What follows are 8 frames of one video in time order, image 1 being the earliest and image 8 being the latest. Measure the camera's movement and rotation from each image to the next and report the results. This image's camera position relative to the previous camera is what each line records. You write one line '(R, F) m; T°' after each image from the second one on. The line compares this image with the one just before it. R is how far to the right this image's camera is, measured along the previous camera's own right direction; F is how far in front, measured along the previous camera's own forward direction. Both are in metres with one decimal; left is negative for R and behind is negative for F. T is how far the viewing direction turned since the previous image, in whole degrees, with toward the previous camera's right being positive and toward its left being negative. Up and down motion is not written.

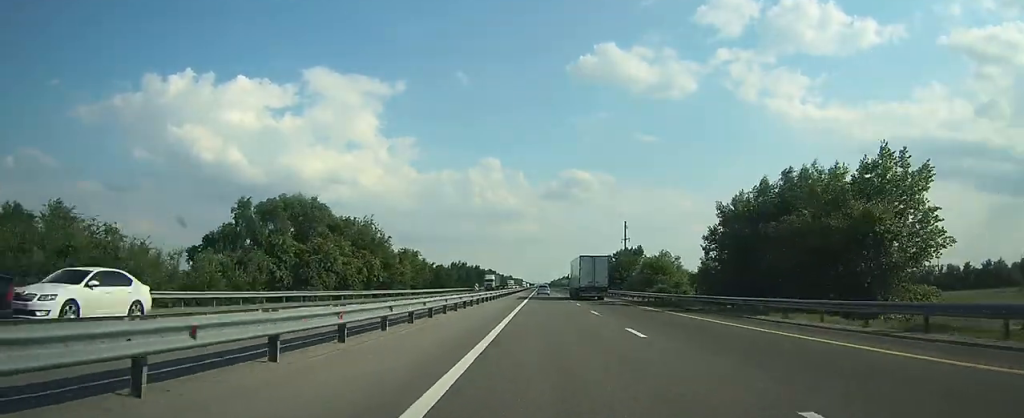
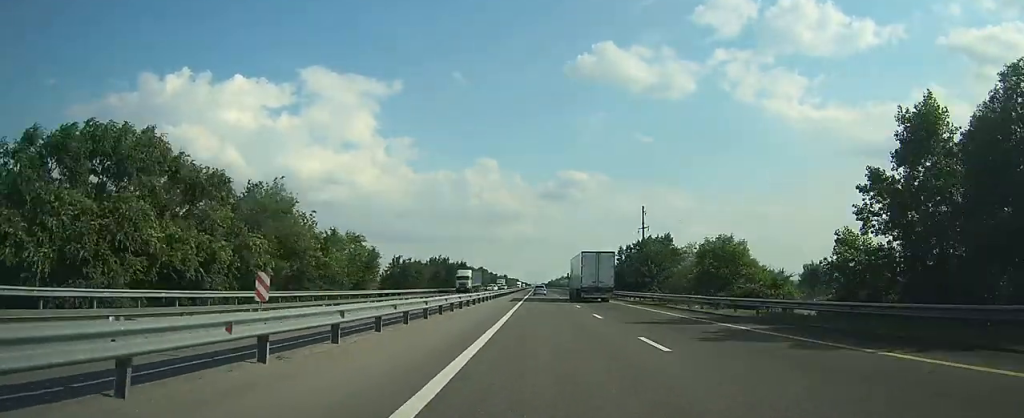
(0.0, +27.1) m; 0°
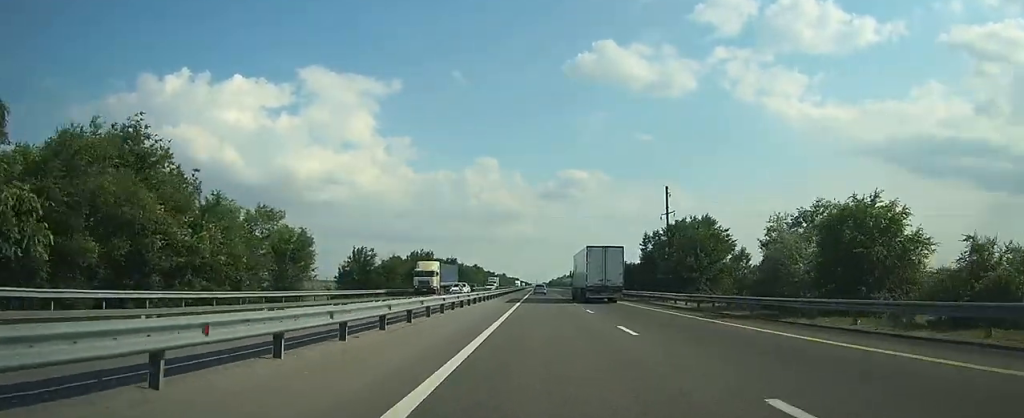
(0.0, +20.4) m; 0°
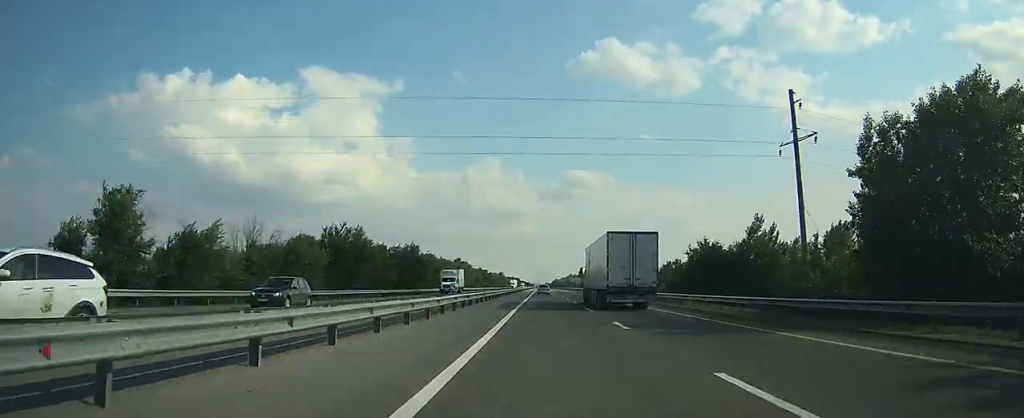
(-0.1, +45.7) m; 0°
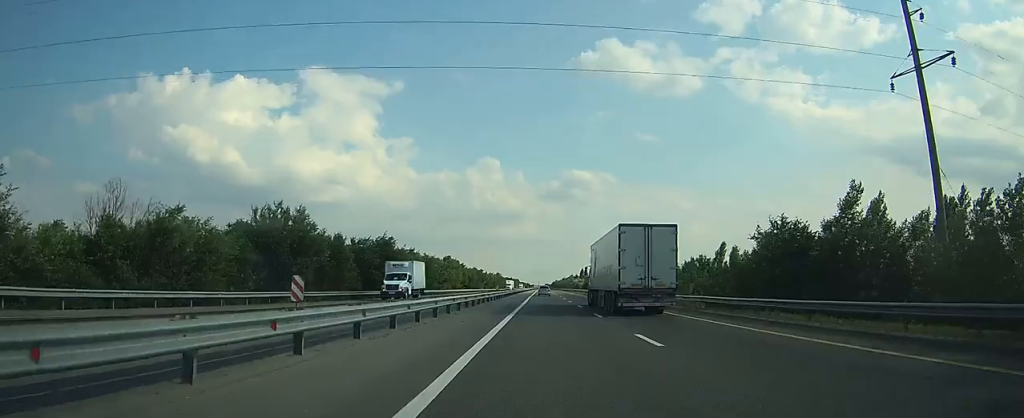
(0.0, +16.6) m; 0°
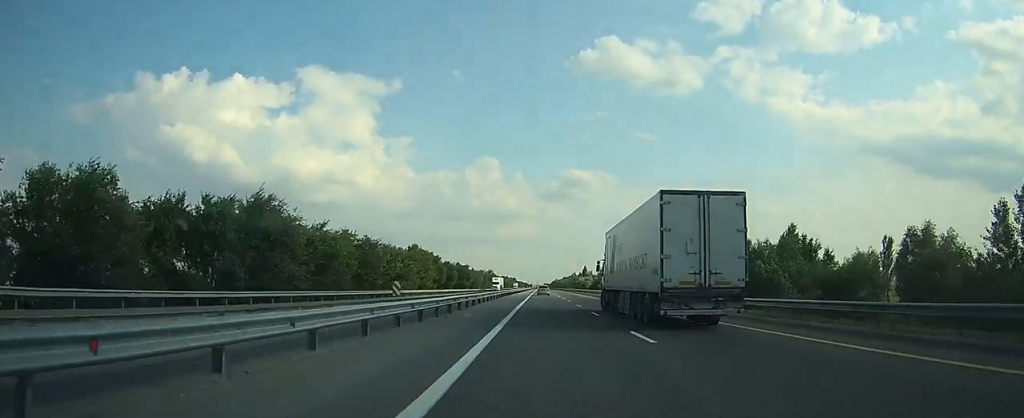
(0.0, +35.1) m; 0°
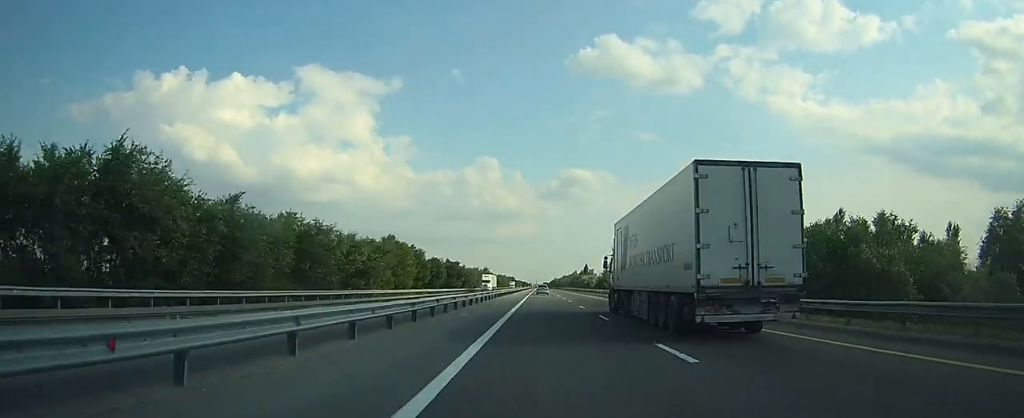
(0.0, +15.7) m; 0°
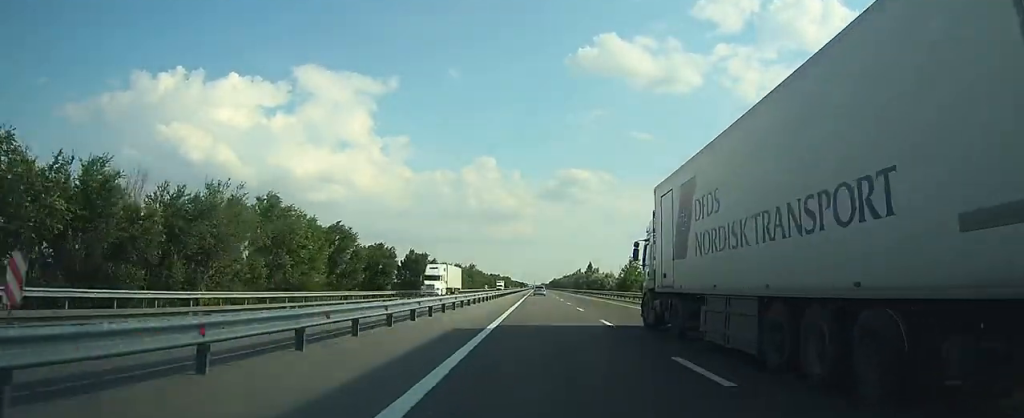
(0.0, +38.3) m; 0°
